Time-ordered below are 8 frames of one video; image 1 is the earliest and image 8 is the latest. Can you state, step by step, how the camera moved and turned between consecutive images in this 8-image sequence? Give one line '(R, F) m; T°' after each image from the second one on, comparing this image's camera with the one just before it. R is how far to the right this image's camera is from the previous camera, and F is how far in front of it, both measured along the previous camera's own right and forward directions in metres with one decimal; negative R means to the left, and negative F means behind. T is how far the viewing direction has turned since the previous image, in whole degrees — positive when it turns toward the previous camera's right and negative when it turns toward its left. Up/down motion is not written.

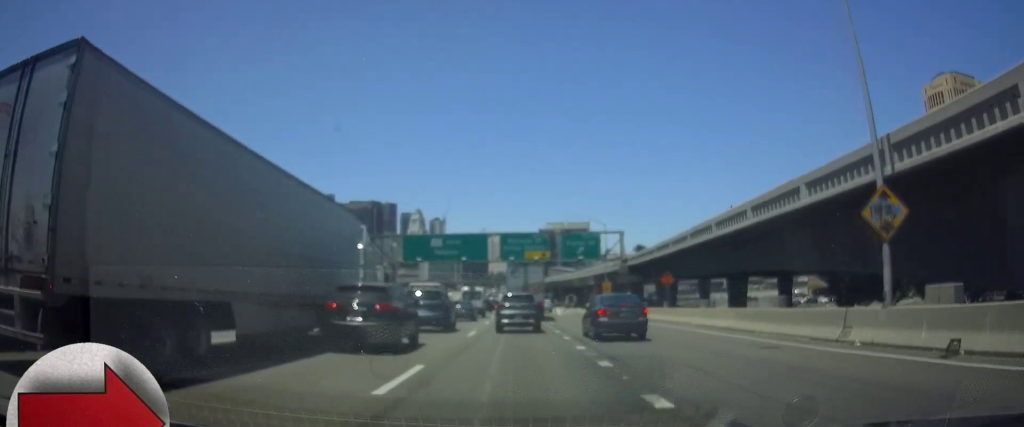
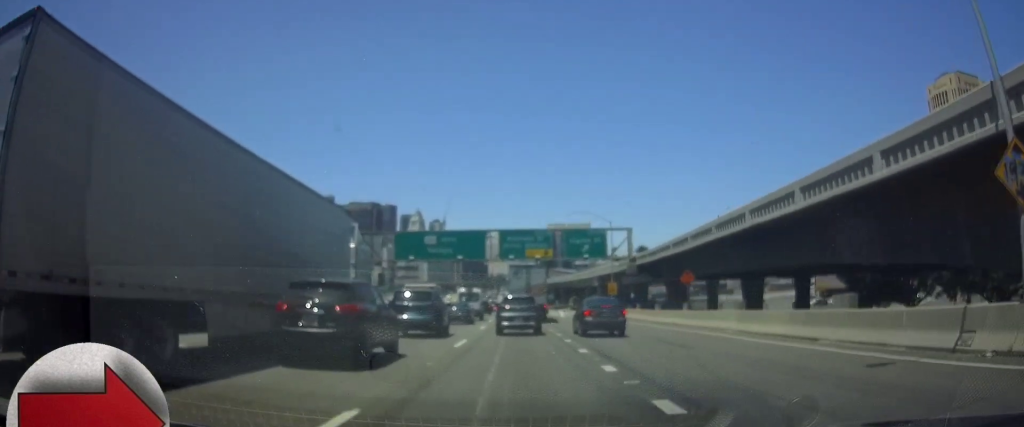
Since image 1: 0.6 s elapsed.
(+0.1, +5.0) m; +2°
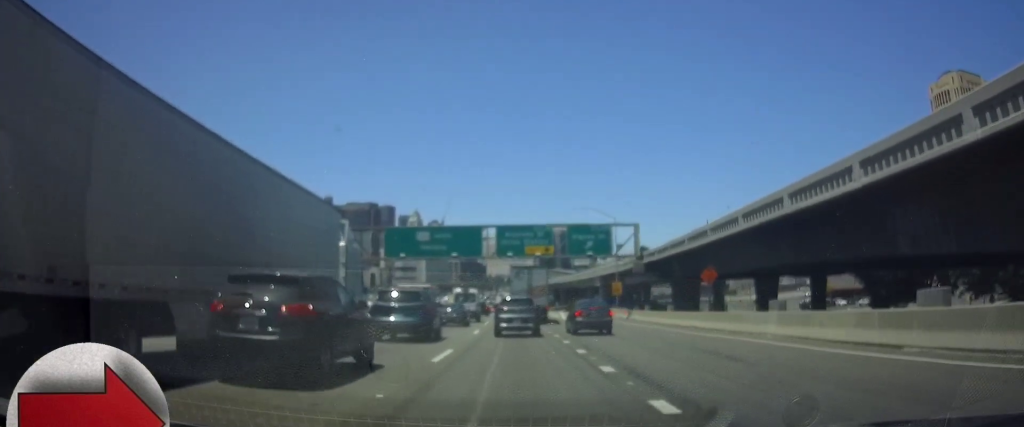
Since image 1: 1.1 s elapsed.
(+0.2, +4.5) m; +1°
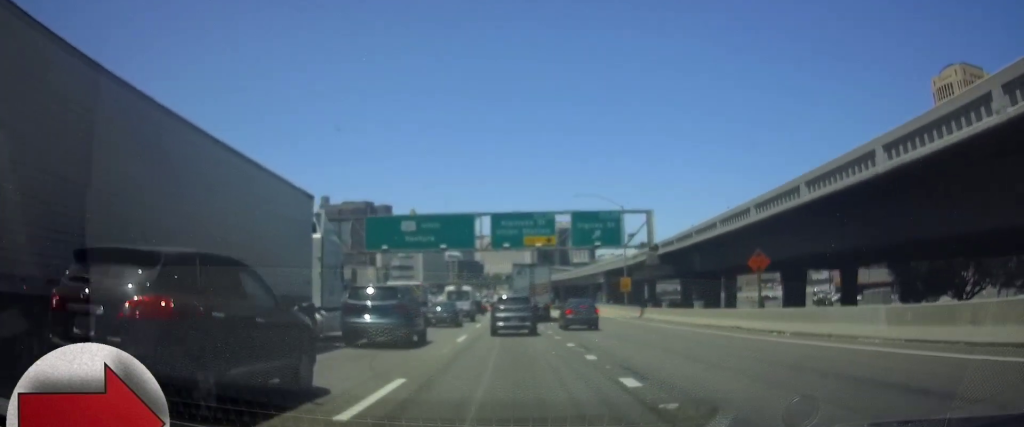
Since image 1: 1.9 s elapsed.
(0.0, +7.3) m; 0°
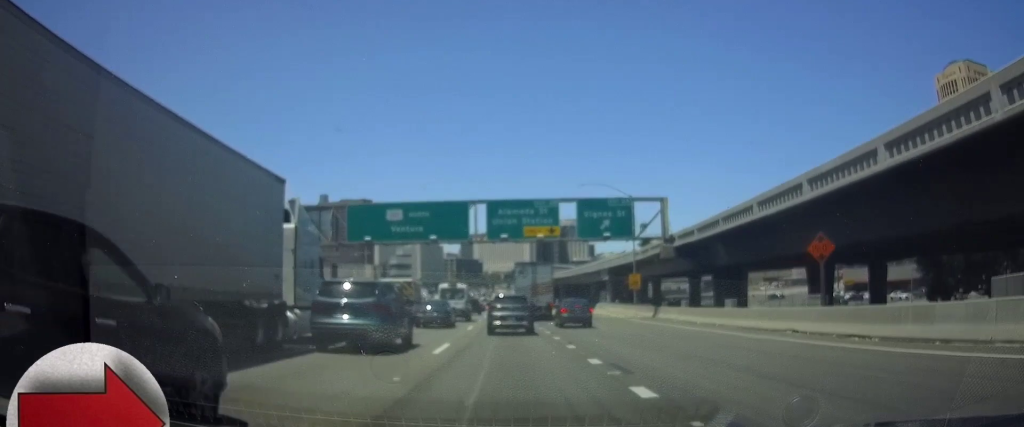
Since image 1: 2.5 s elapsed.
(0.0, +5.9) m; -1°
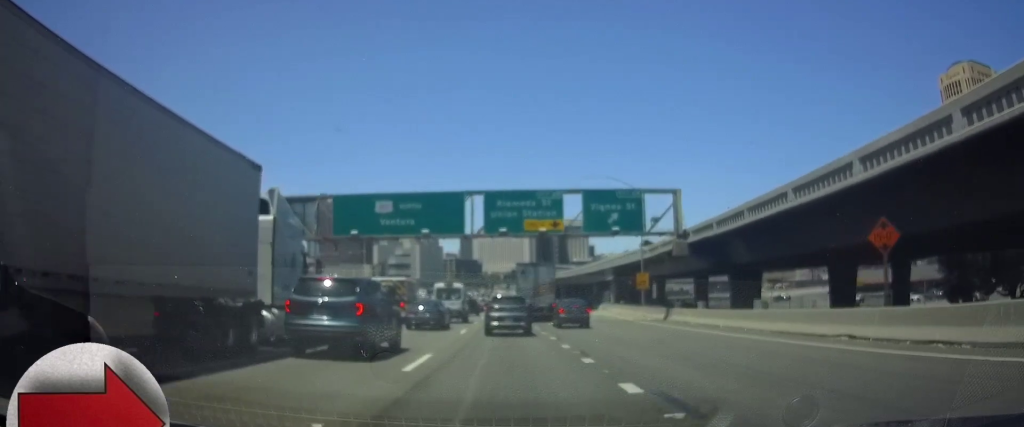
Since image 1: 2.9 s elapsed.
(-0.1, +4.1) m; 0°
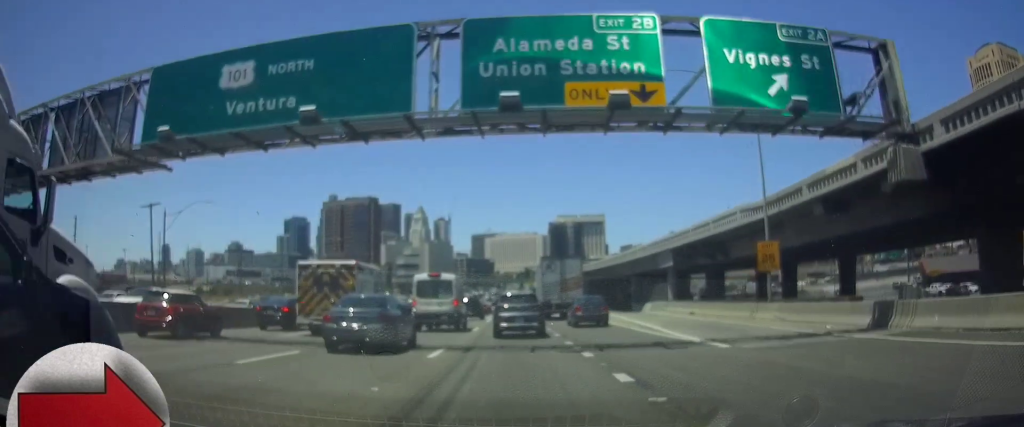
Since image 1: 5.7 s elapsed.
(-0.2, +26.5) m; -1°
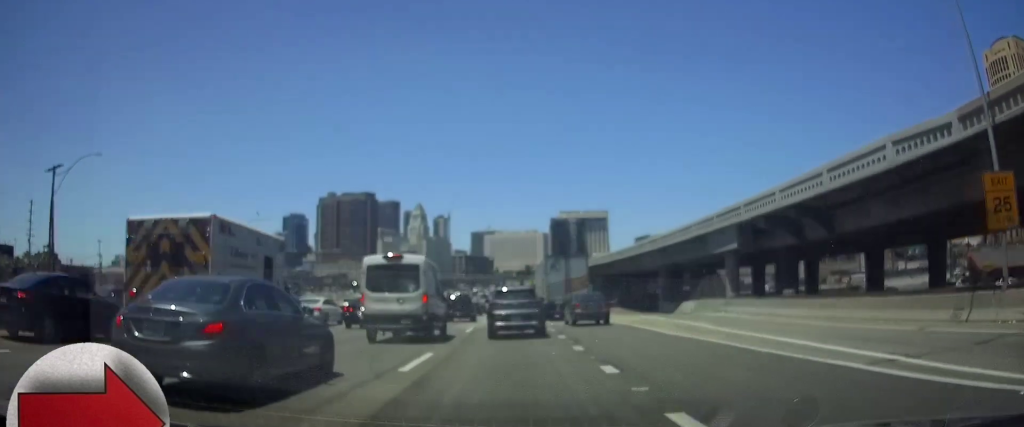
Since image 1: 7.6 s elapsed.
(+0.3, +17.4) m; +2°
